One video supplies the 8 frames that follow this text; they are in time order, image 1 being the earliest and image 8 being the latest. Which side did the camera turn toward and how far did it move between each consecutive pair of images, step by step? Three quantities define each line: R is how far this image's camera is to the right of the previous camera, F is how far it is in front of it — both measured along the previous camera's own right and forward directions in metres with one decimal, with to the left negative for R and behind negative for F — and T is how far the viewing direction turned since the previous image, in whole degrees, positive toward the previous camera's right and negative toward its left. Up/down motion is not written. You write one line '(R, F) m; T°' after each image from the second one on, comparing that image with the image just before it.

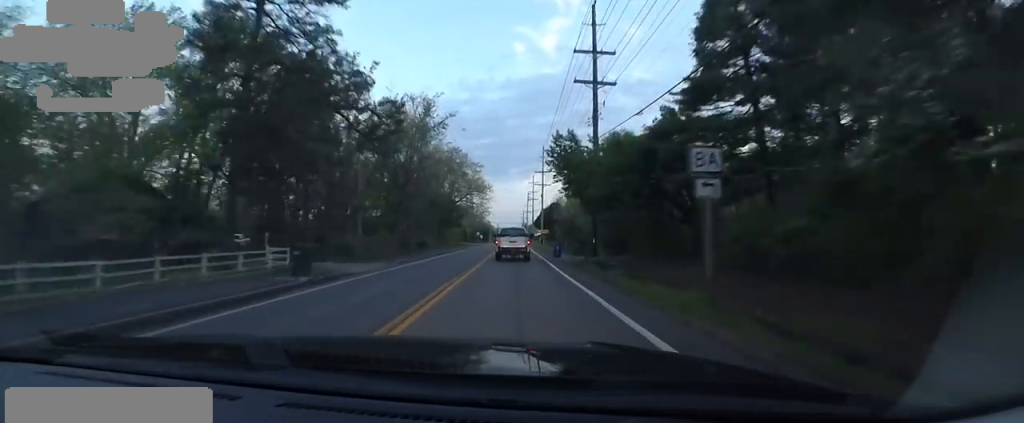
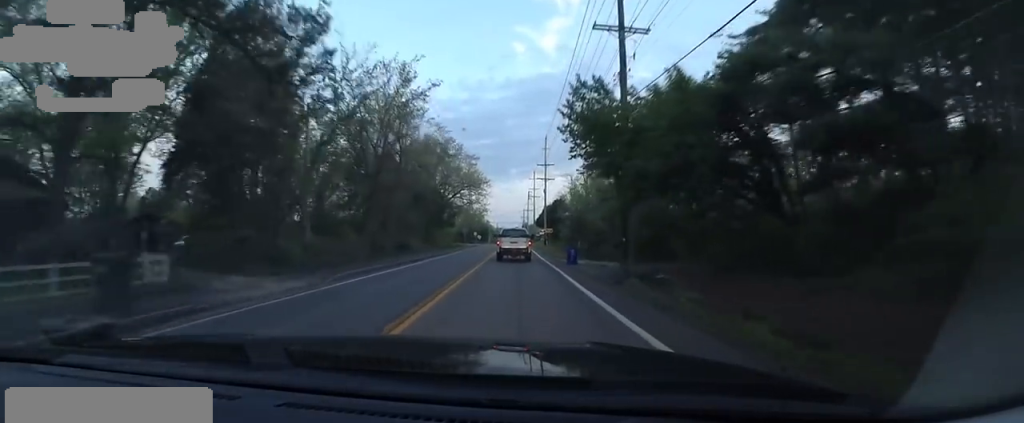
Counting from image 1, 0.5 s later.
(+0.1, +8.9) m; 0°
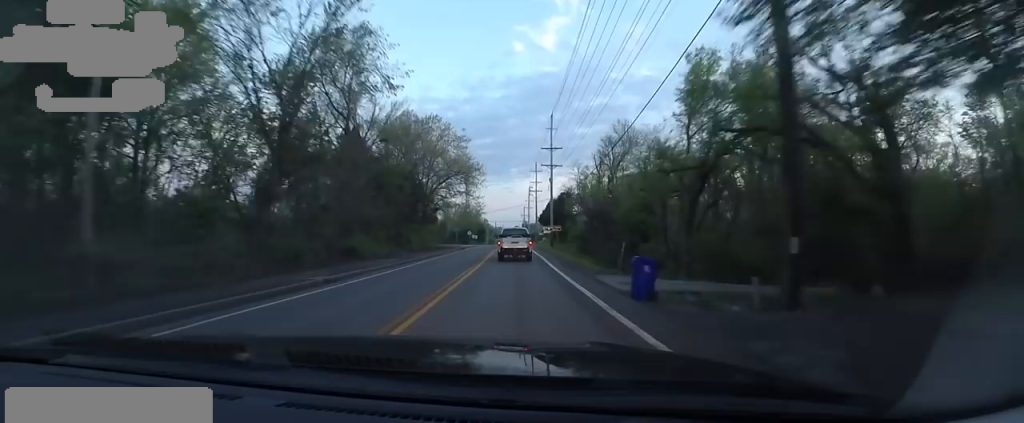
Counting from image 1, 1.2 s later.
(0.0, +14.6) m; 0°
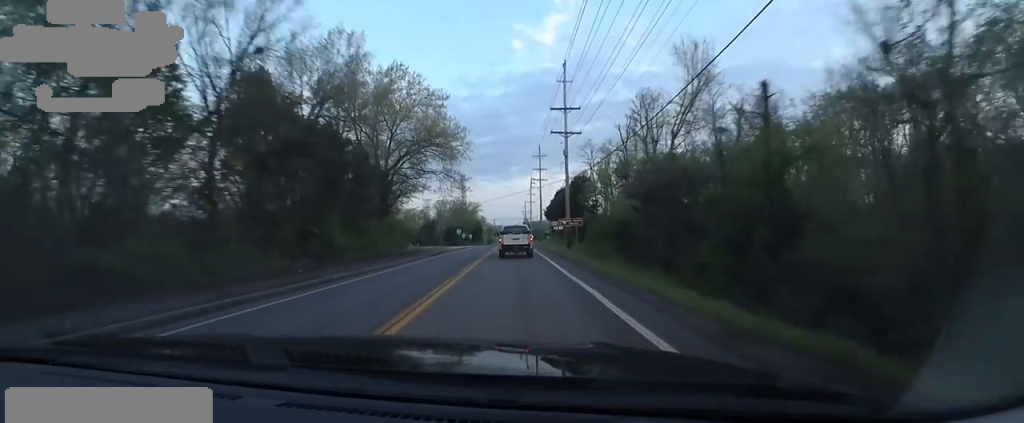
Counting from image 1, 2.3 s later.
(-0.1, +19.7) m; 0°
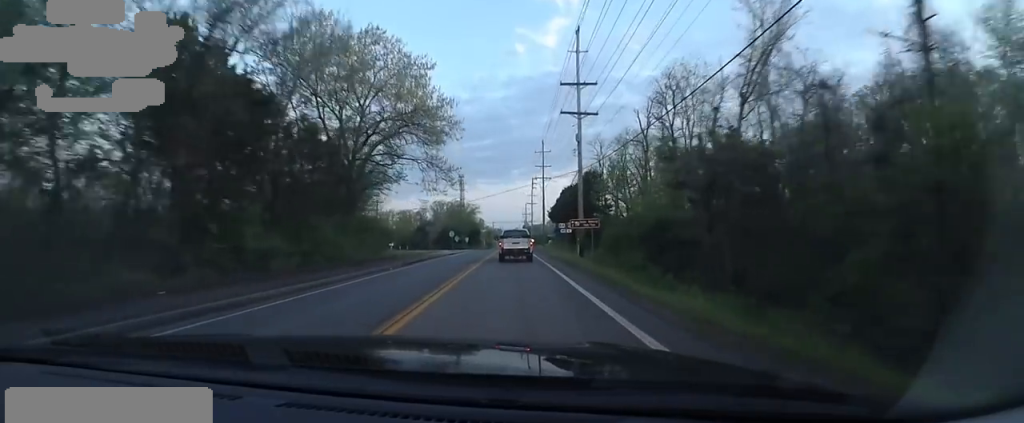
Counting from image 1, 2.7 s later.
(+0.1, +8.9) m; 0°
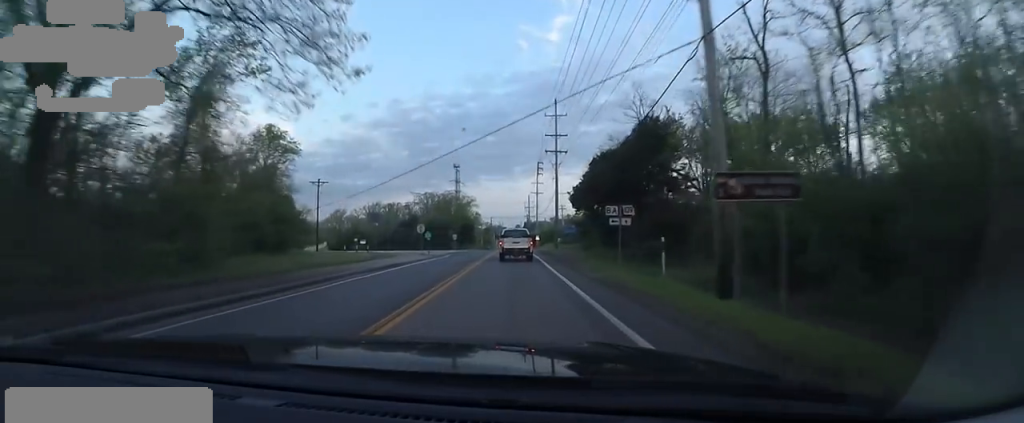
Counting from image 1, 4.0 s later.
(-0.2, +24.4) m; 0°
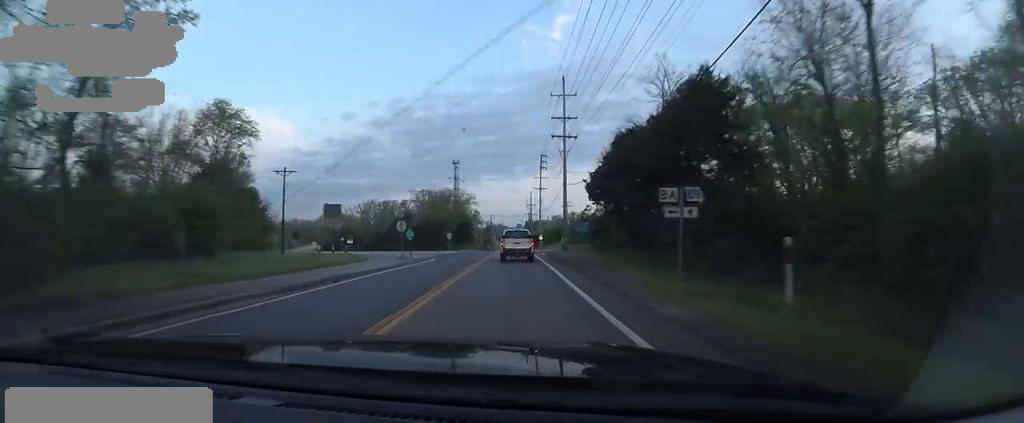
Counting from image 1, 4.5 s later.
(0.0, +8.8) m; 0°
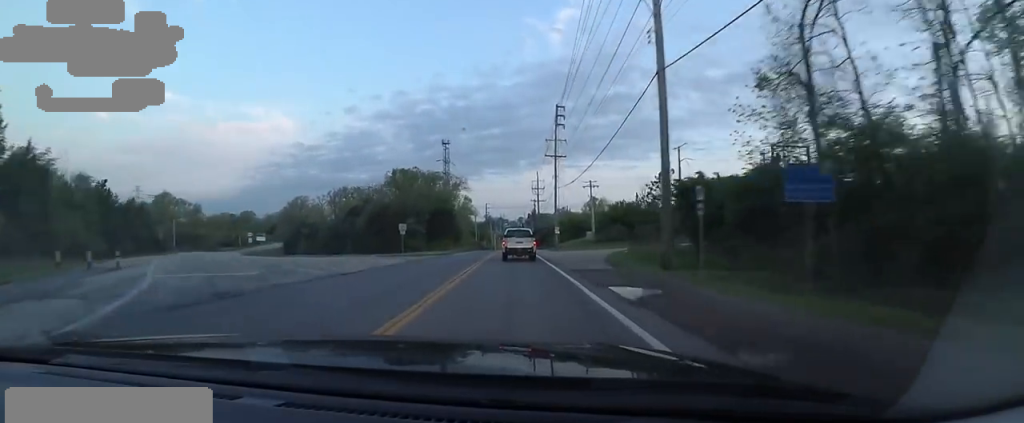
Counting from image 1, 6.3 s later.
(-0.5, +35.1) m; -1°
